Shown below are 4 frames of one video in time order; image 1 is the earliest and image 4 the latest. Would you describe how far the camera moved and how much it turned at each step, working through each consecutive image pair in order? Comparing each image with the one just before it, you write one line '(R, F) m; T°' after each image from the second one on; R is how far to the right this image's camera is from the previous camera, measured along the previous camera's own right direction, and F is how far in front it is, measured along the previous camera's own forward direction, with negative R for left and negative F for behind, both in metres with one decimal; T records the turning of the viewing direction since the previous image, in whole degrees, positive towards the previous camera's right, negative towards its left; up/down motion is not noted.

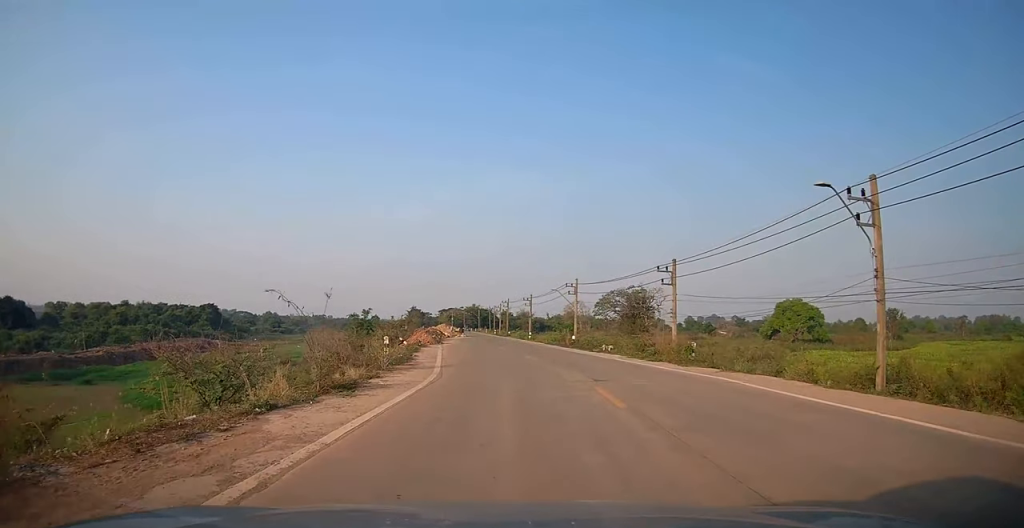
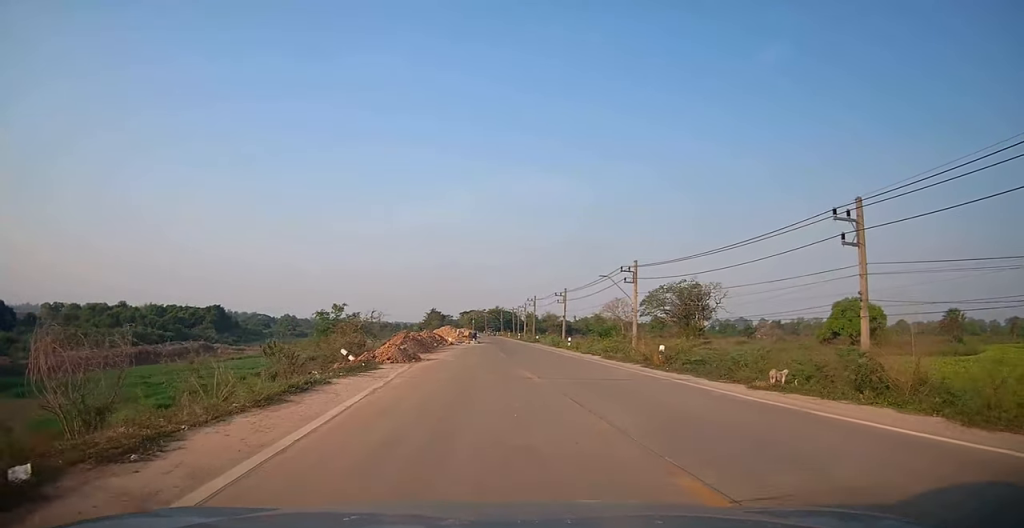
(-0.7, +18.6) m; -4°
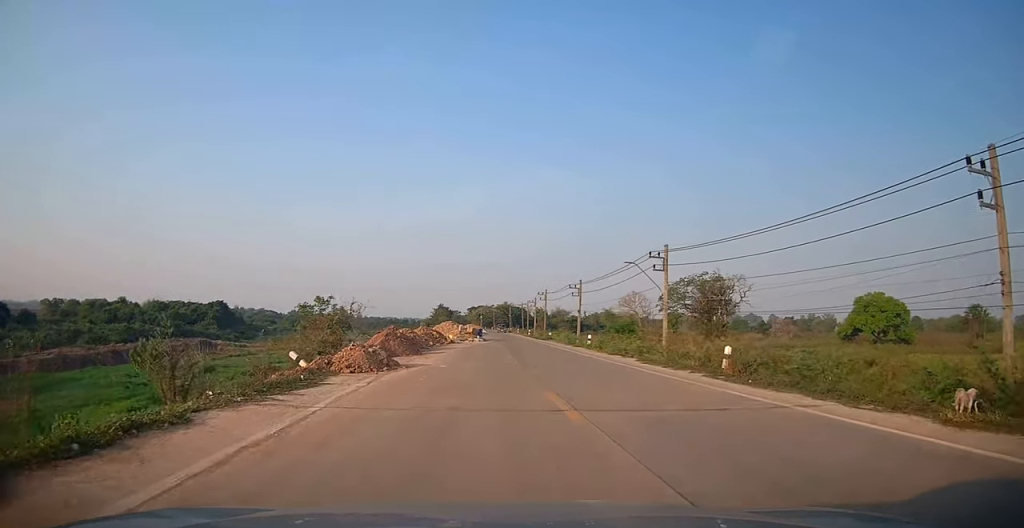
(-0.2, +6.1) m; -1°
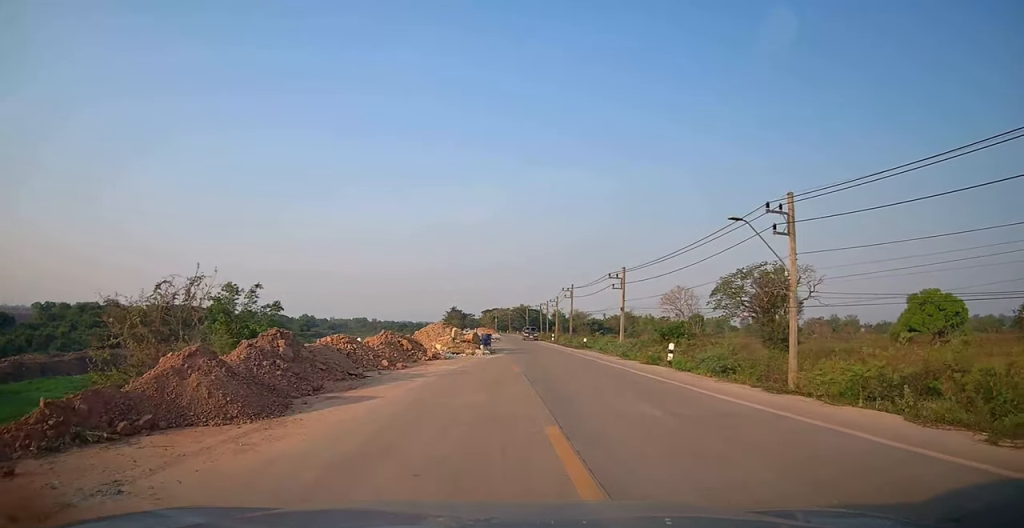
(+0.9, +16.0) m; +2°
